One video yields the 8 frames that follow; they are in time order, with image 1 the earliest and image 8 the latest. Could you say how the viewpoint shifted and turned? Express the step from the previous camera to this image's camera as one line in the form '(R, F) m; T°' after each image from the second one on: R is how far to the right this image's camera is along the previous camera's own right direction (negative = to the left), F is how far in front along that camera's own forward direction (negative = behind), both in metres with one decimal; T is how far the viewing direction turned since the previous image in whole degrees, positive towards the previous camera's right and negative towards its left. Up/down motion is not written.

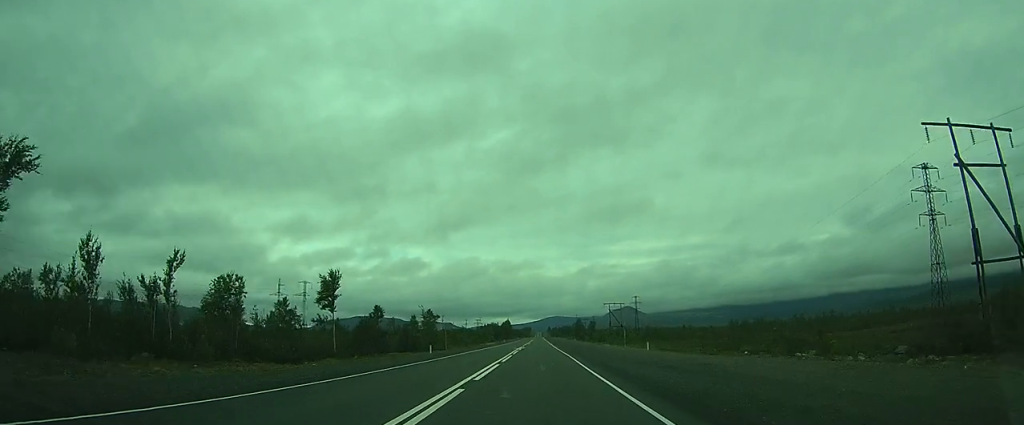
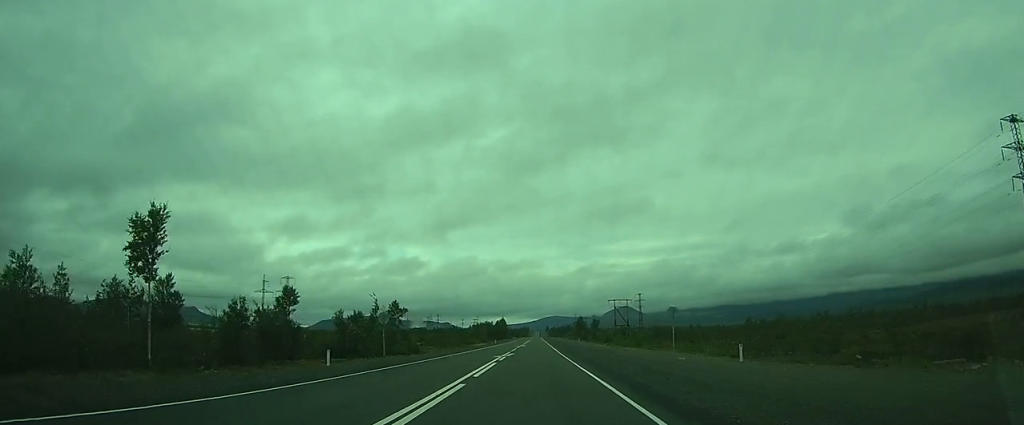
(0.0, +22.8) m; 0°
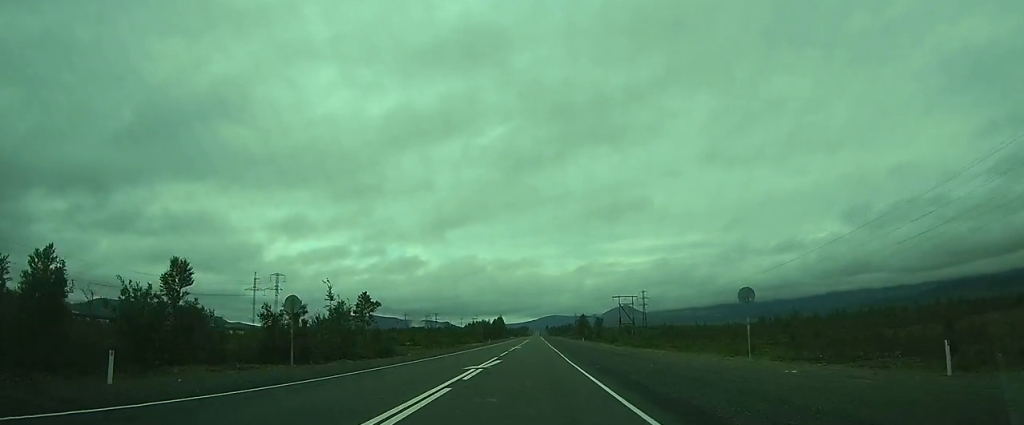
(0.0, +13.8) m; 0°
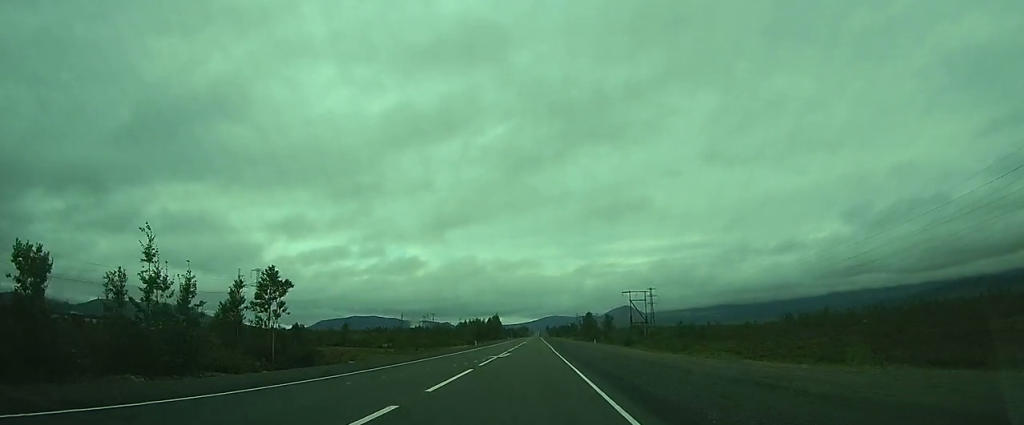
(-0.1, +23.9) m; 0°
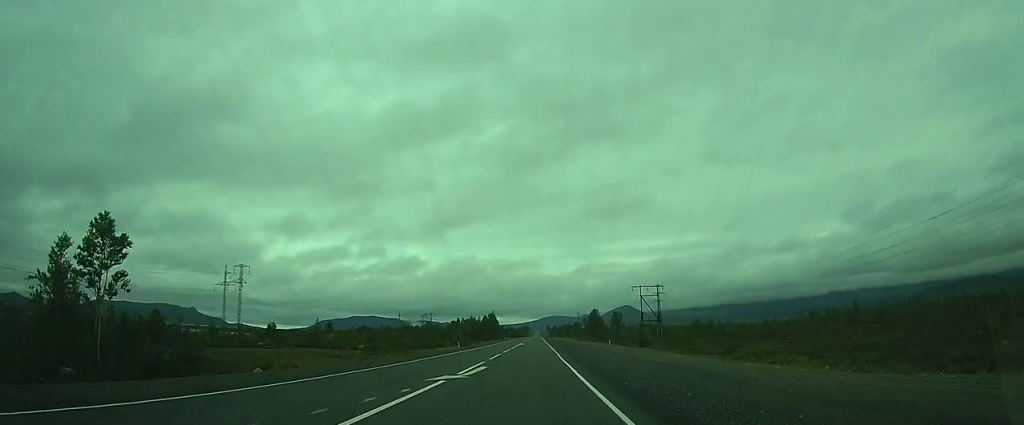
(0.0, +18.5) m; 0°
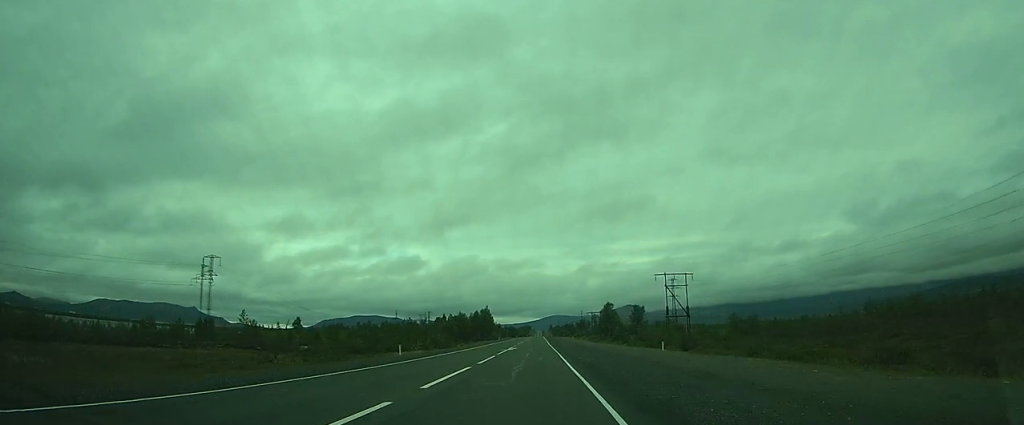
(-0.1, +29.9) m; -1°
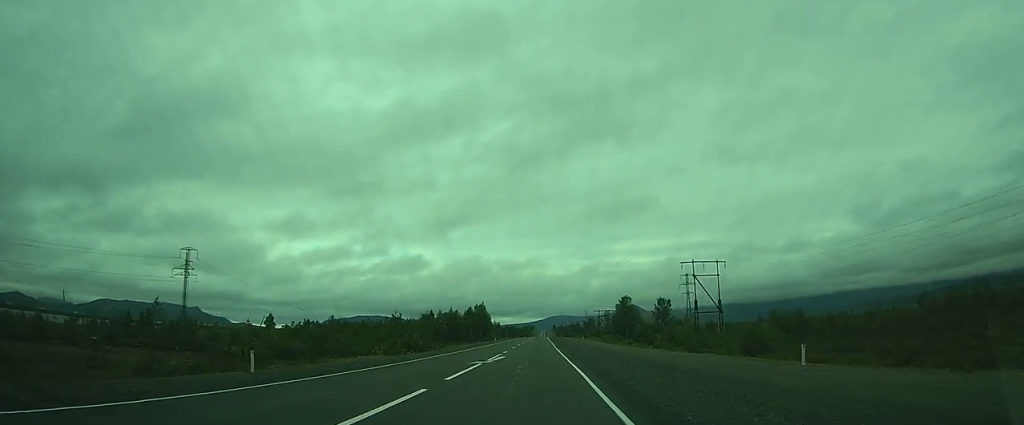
(-0.2, +21.3) m; -1°
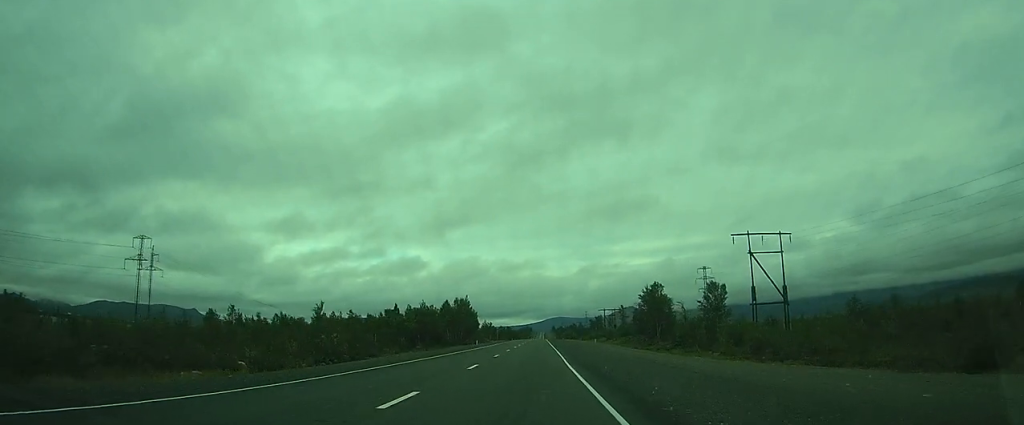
(0.0, +30.1) m; -1°
